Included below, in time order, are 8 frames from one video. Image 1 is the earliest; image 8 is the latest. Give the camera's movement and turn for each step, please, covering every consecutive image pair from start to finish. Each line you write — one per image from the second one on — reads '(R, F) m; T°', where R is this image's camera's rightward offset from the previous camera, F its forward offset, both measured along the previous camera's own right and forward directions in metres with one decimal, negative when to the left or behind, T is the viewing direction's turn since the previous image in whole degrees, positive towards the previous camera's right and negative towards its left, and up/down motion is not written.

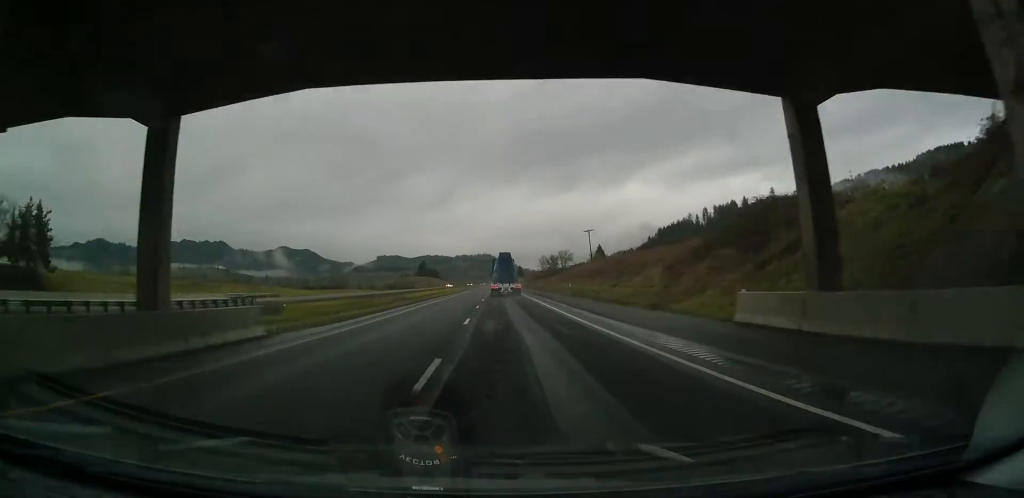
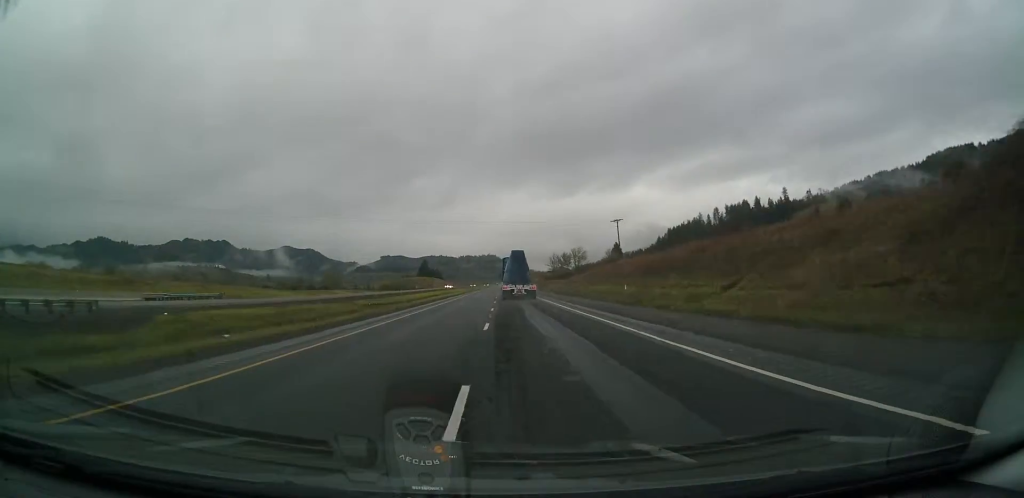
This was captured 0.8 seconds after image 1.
(0.0, +27.2) m; 0°
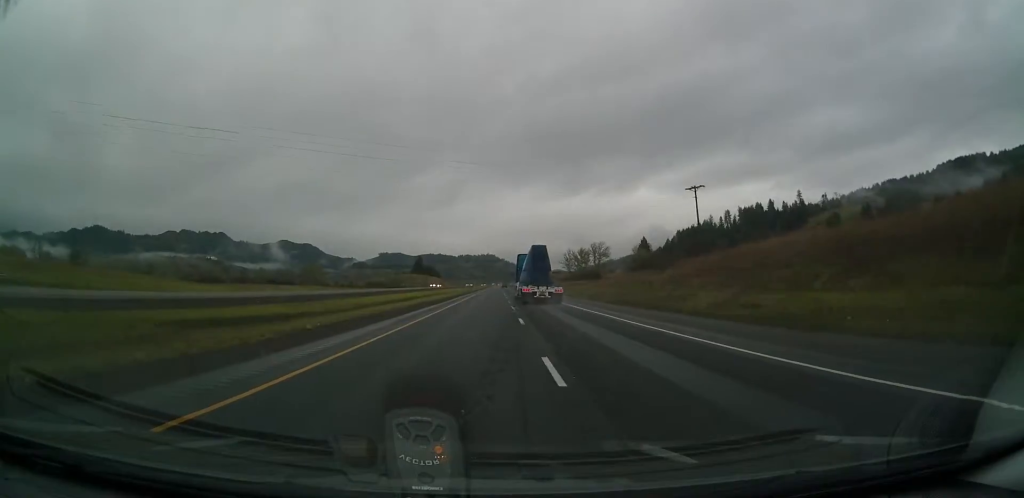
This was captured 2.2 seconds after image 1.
(-0.3, +45.6) m; 0°
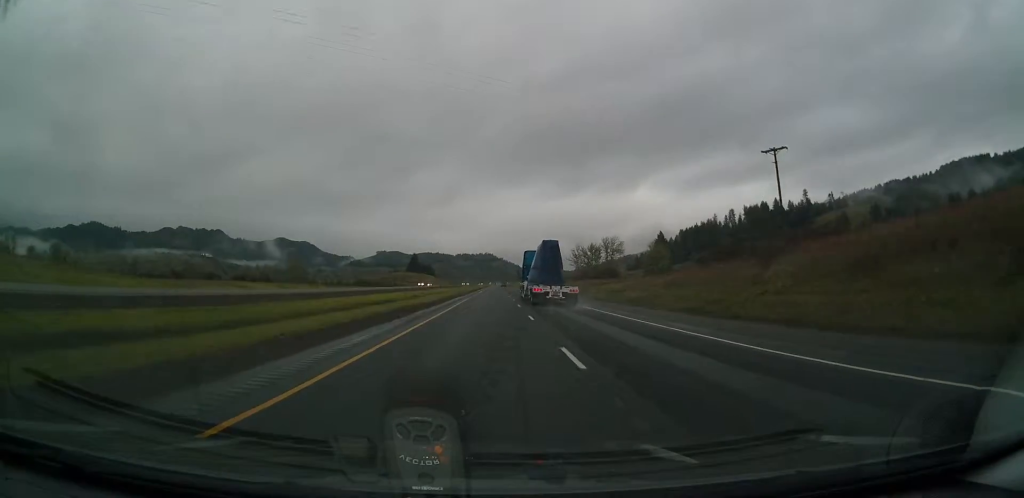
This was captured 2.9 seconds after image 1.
(0.0, +22.7) m; 0°
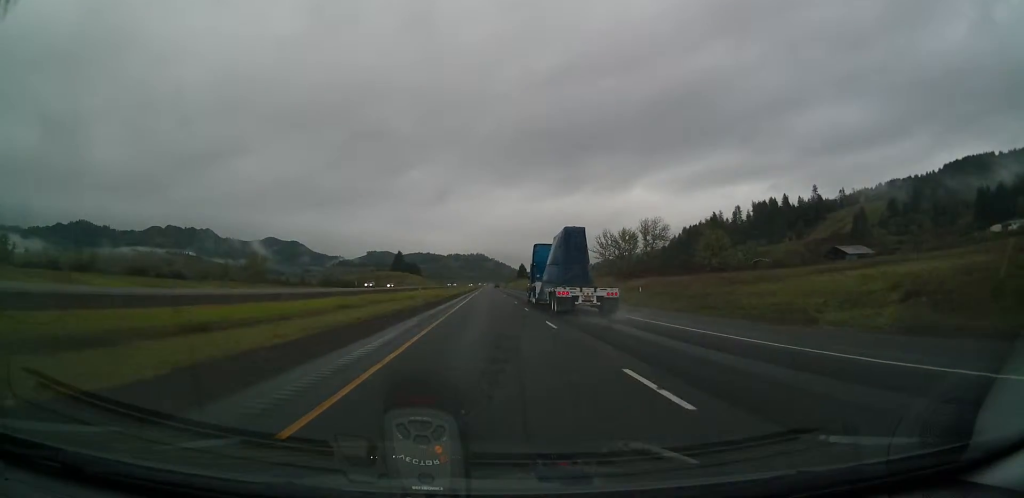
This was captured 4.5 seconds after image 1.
(0.0, +51.9) m; +1°
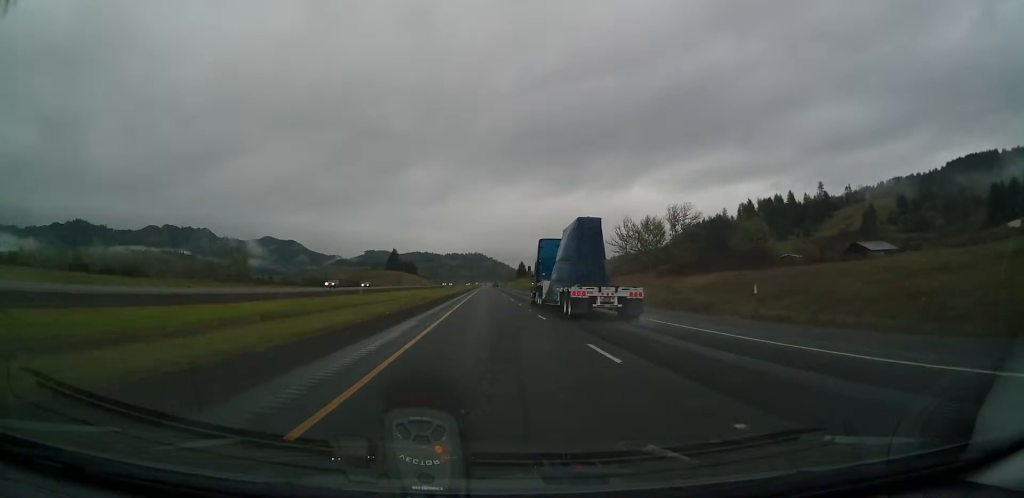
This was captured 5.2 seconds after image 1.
(+0.2, +20.6) m; 0°
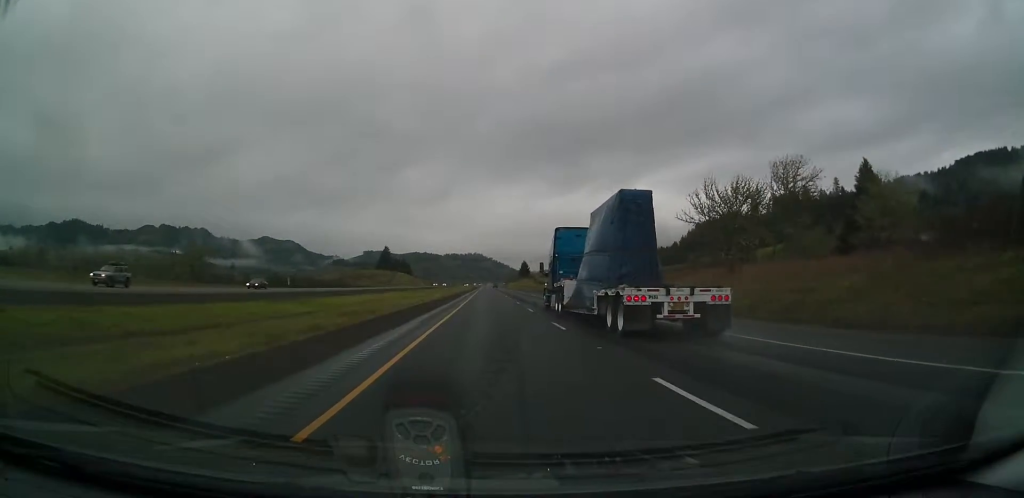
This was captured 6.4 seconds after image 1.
(+0.2, +41.2) m; 0°
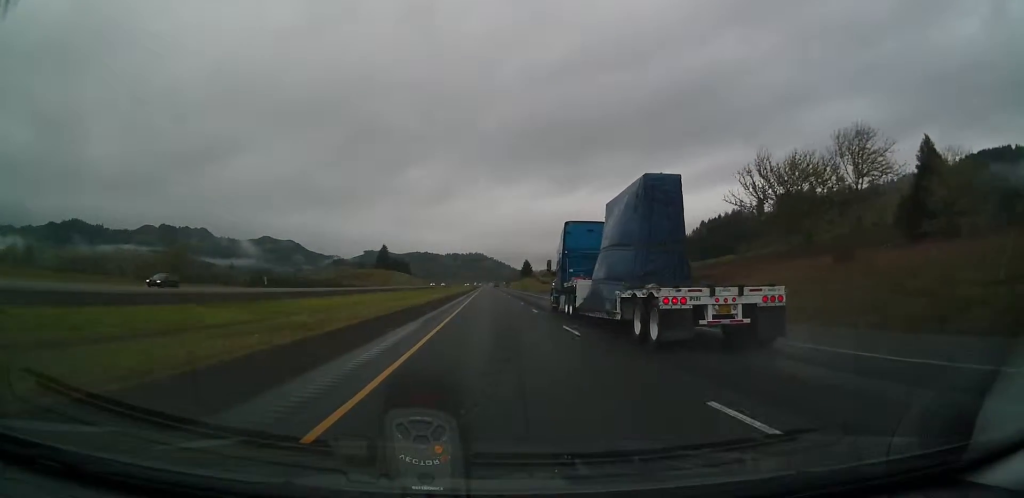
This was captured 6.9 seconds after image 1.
(0.0, +14.1) m; 0°
